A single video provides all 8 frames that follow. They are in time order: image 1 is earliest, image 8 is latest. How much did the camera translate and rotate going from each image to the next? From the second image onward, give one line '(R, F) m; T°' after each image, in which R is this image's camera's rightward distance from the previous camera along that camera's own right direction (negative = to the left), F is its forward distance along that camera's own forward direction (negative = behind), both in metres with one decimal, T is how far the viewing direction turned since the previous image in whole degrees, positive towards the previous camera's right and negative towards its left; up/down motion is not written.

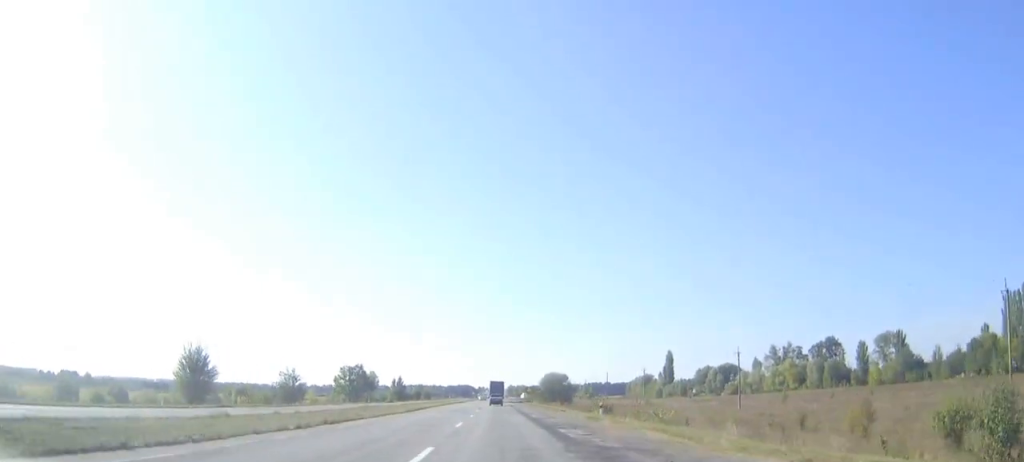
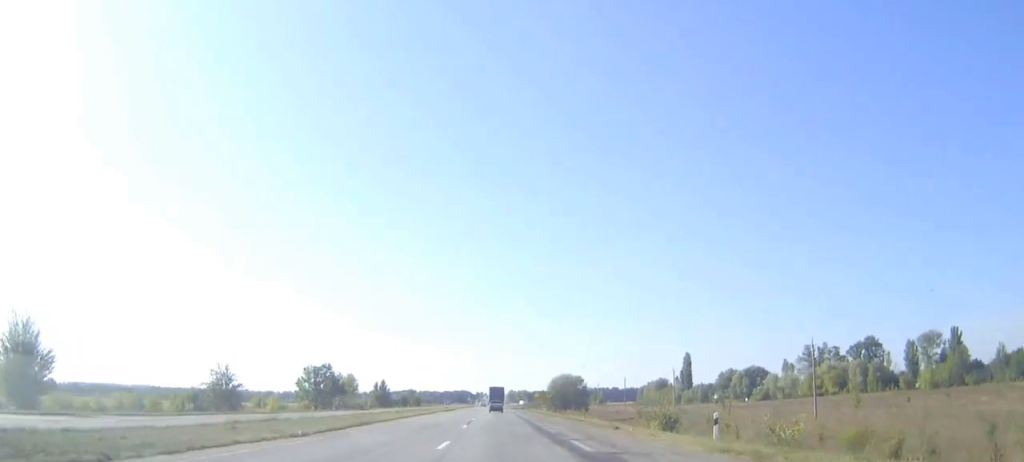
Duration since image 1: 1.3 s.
(0.0, +24.3) m; 0°
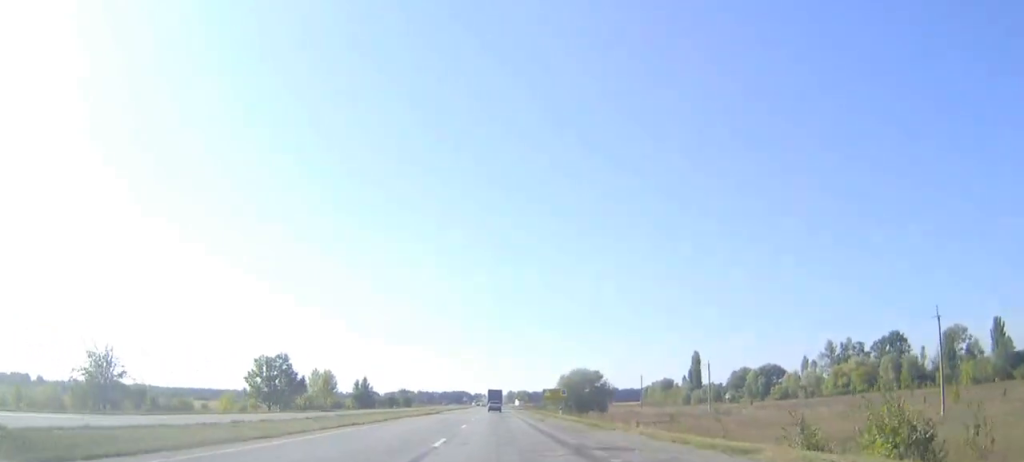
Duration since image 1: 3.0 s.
(+0.1, +31.3) m; 0°
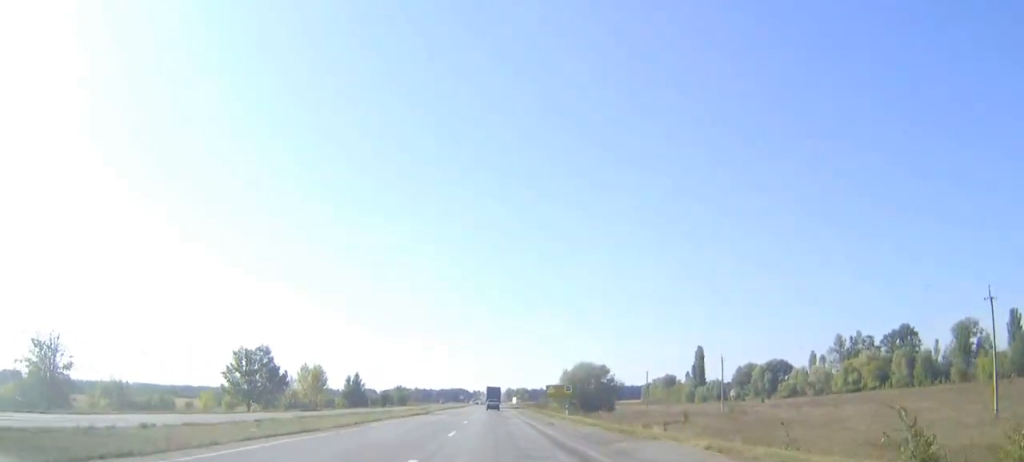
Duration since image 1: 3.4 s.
(0.0, +8.3) m; 0°
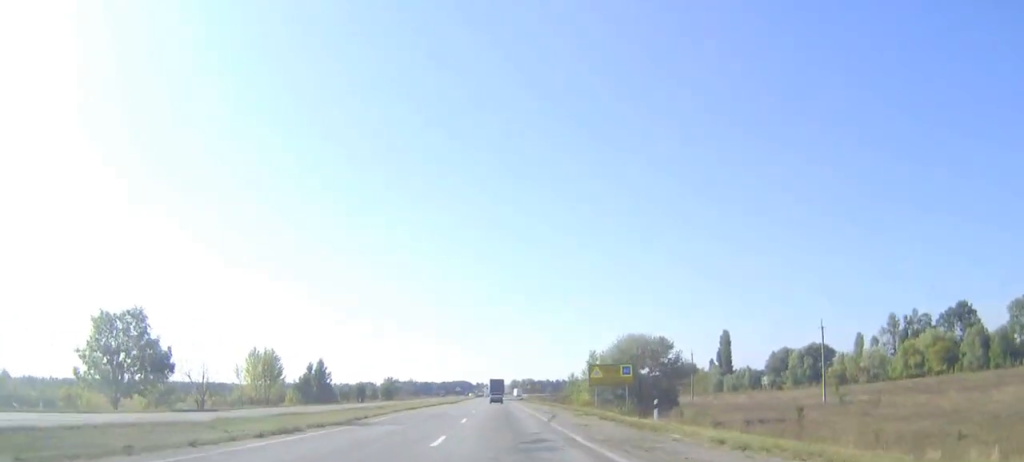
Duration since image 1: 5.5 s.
(-0.1, +39.4) m; 0°
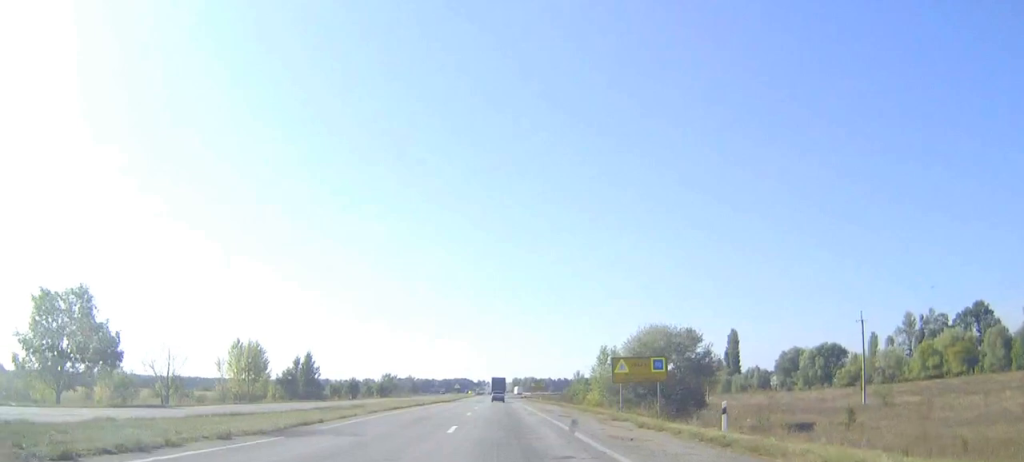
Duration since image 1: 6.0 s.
(0.0, +10.5) m; 0°
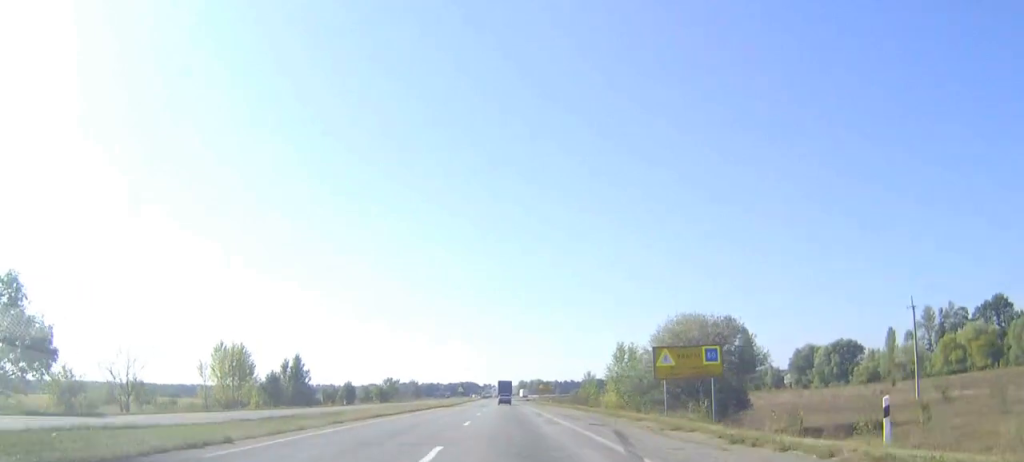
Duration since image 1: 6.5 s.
(0.0, +10.6) m; 0°
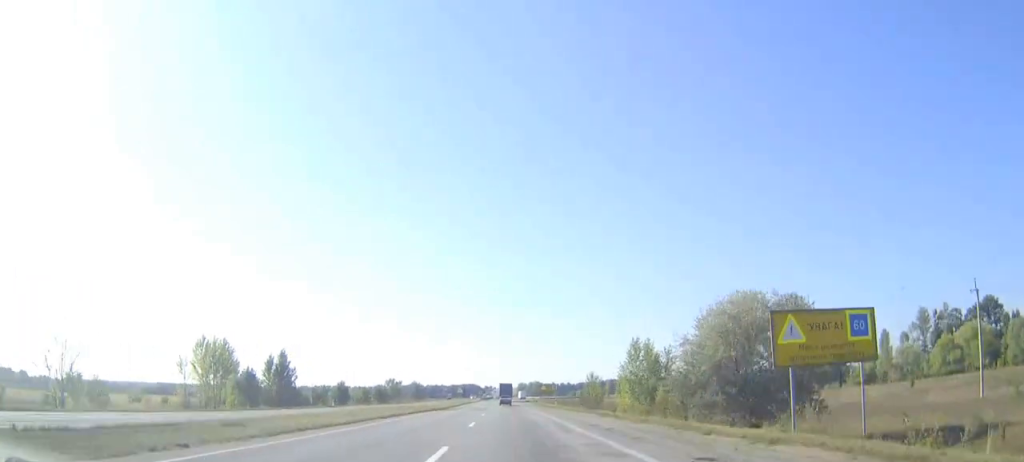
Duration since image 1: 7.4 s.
(0.0, +16.7) m; 0°
